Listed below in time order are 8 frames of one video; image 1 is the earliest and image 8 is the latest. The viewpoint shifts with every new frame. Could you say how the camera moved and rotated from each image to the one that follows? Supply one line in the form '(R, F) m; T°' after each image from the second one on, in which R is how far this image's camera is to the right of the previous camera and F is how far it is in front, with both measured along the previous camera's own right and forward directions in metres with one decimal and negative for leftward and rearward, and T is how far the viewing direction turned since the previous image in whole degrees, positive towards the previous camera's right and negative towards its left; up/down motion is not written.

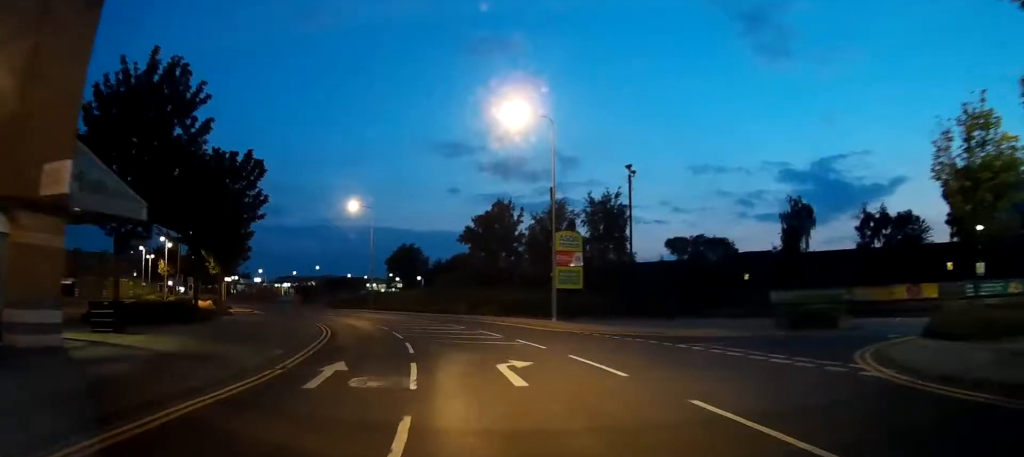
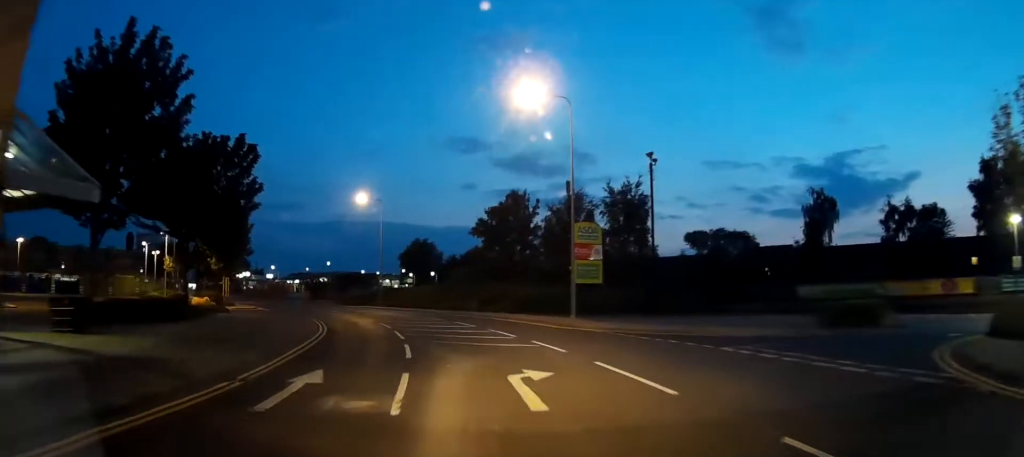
(-0.2, +2.7) m; -1°
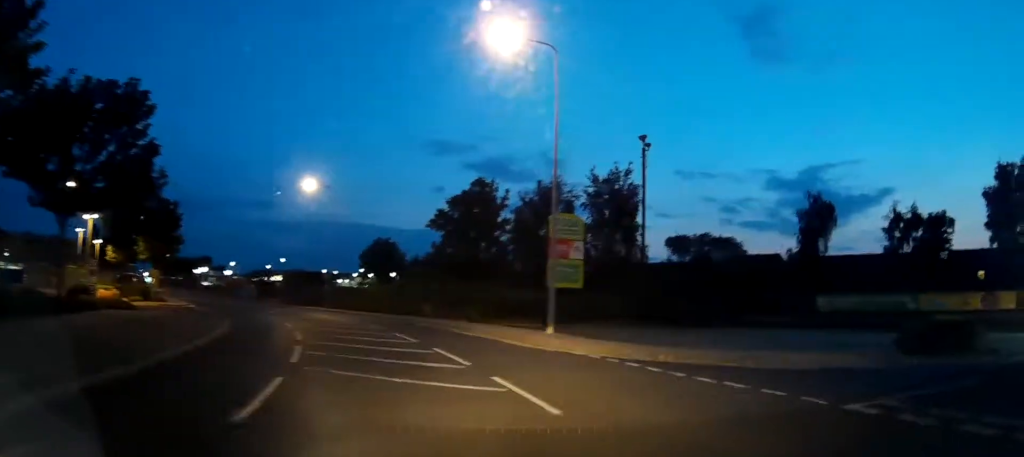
(+0.5, +7.8) m; +7°
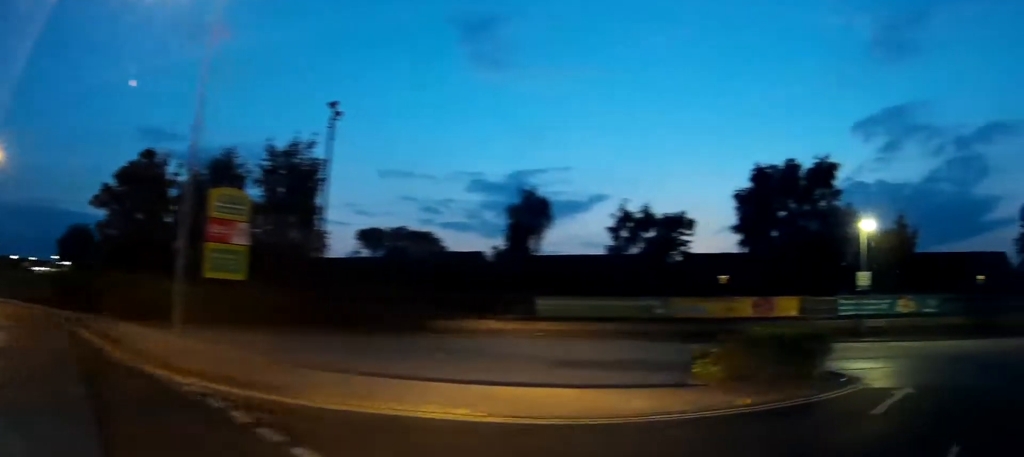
(+0.8, +6.7) m; +17°
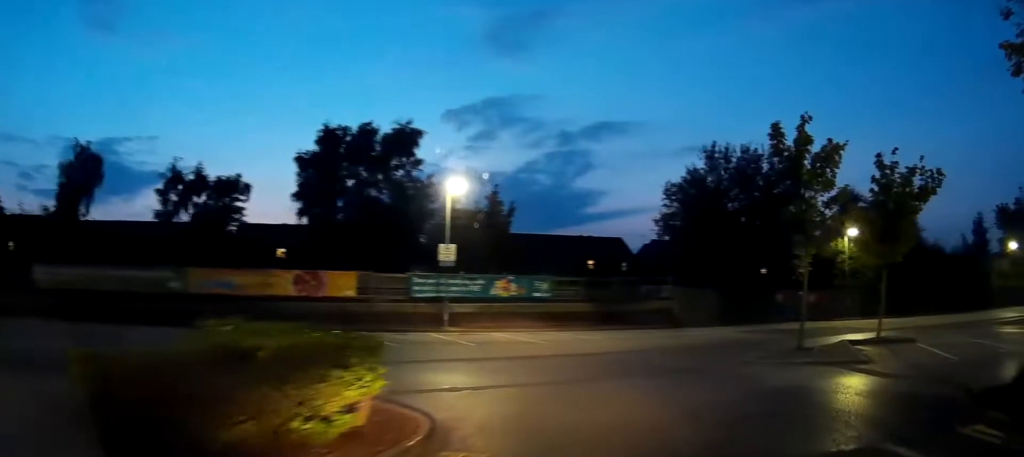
(+1.4, +6.7) m; +22°
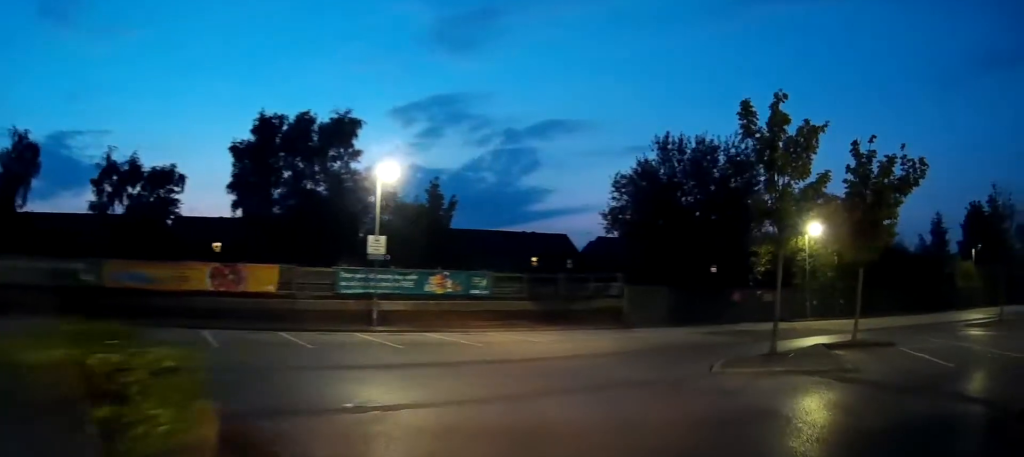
(-0.1, +1.6) m; +8°
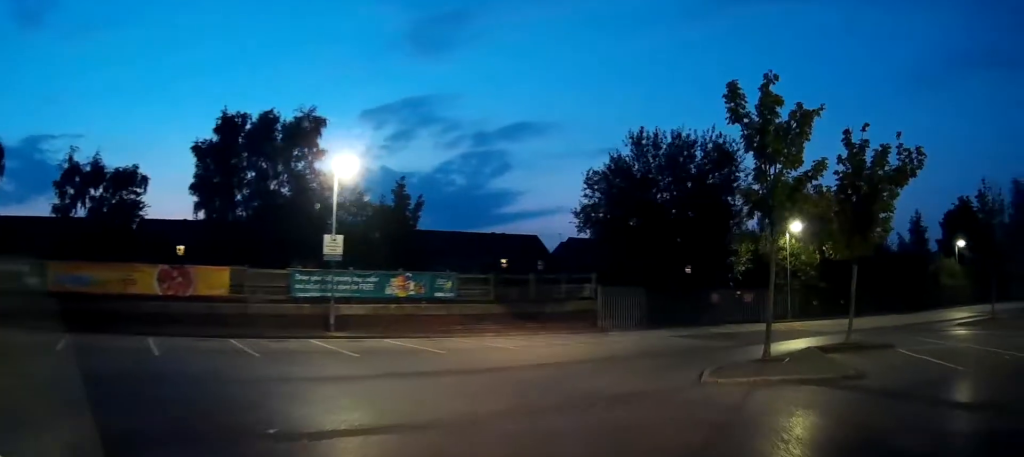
(+0.1, +1.1) m; +4°
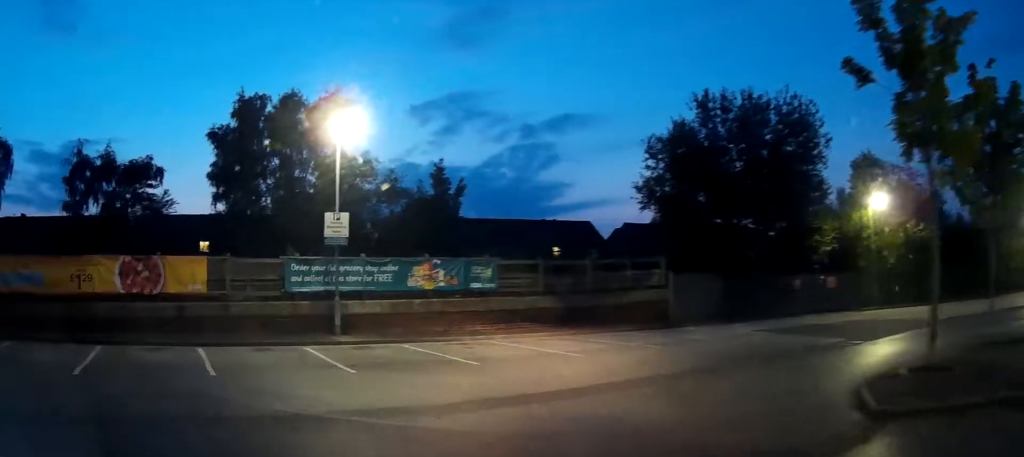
(+0.3, +3.2) m; -10°
